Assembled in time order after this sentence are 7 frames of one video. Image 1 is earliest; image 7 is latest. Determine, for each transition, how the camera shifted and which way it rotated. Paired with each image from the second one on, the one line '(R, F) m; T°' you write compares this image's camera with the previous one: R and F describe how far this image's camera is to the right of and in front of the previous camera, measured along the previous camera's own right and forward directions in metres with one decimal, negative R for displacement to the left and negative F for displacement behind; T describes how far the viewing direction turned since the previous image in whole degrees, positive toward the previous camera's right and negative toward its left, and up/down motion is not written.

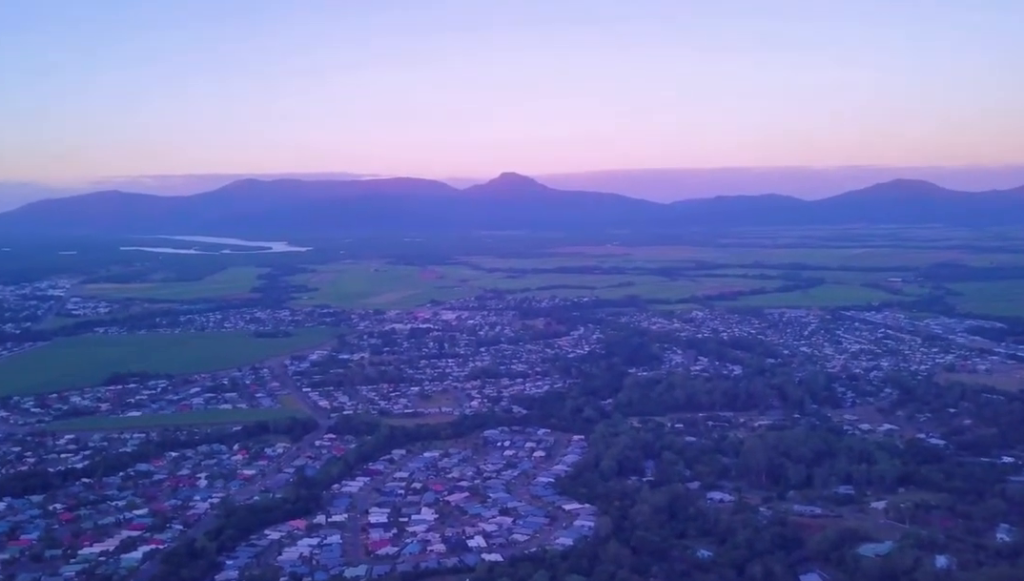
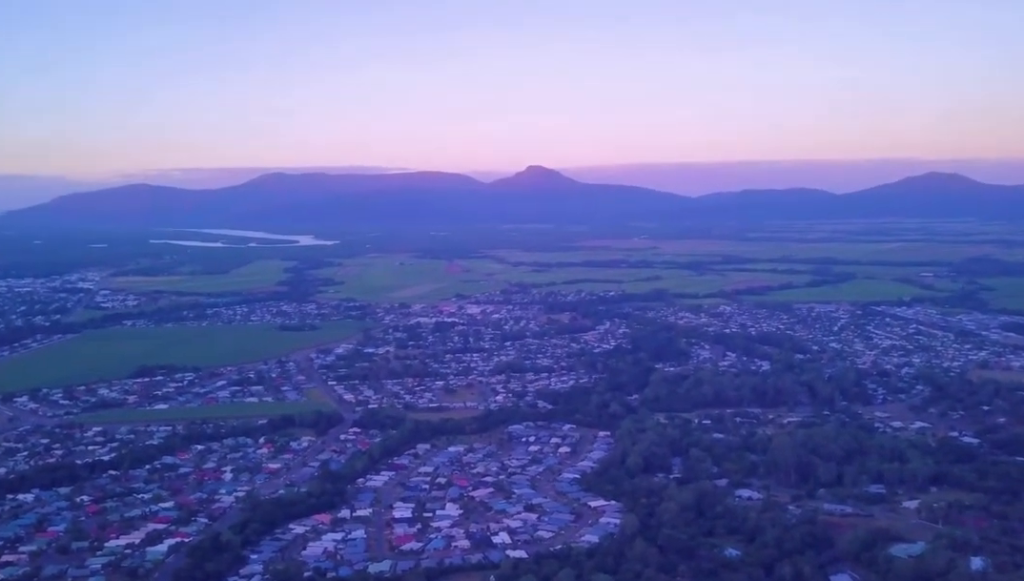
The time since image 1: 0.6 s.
(0.0, +7.1) m; 0°
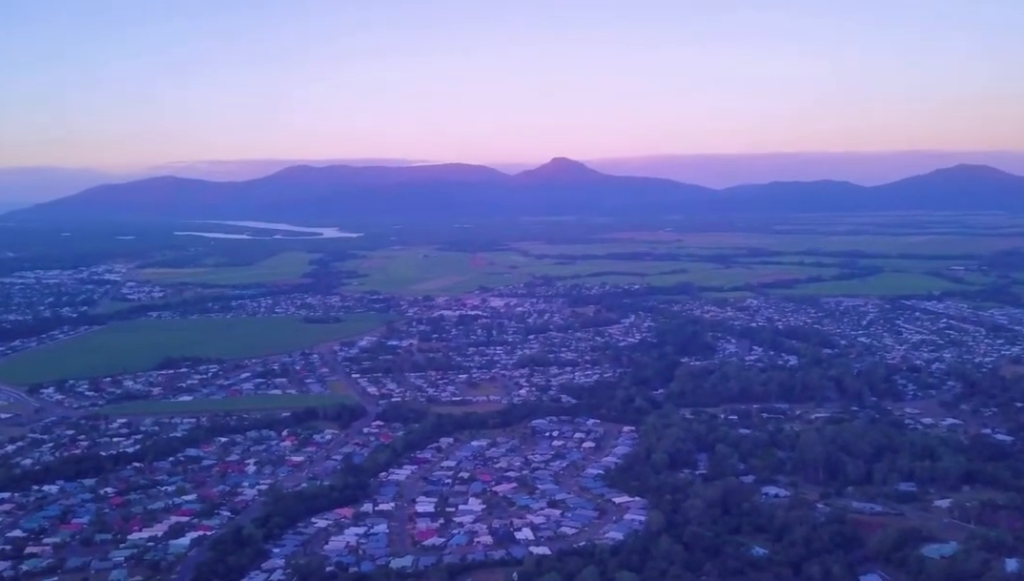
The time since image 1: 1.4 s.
(0.0, +8.5) m; 0°
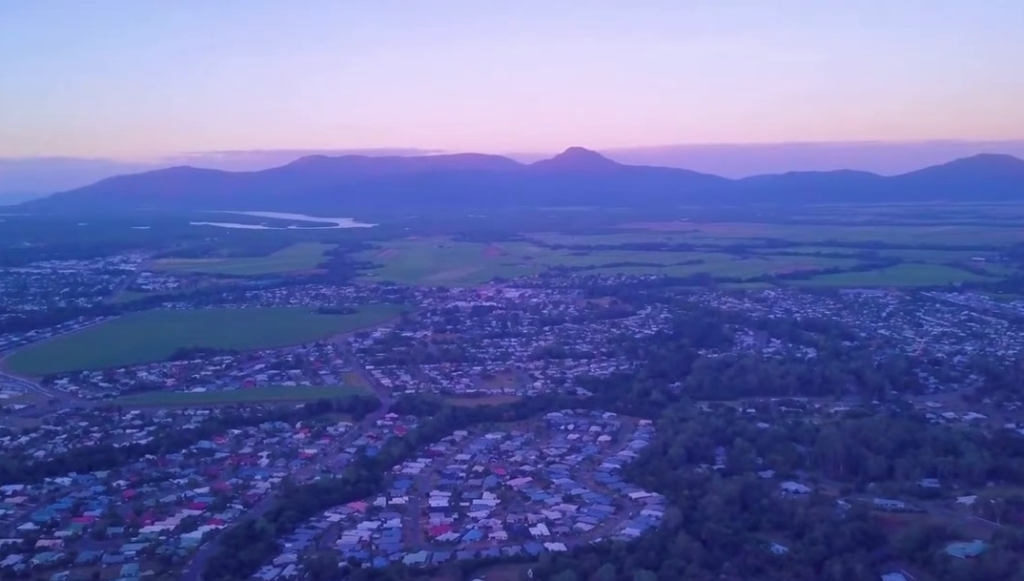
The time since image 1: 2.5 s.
(0.0, +12.5) m; 0°
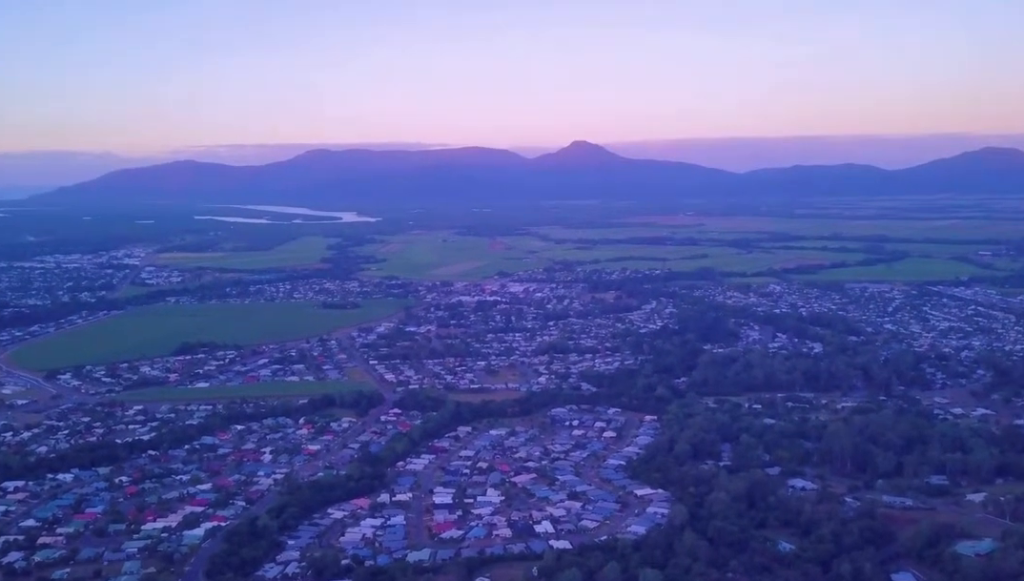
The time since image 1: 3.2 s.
(0.0, +7.6) m; 0°
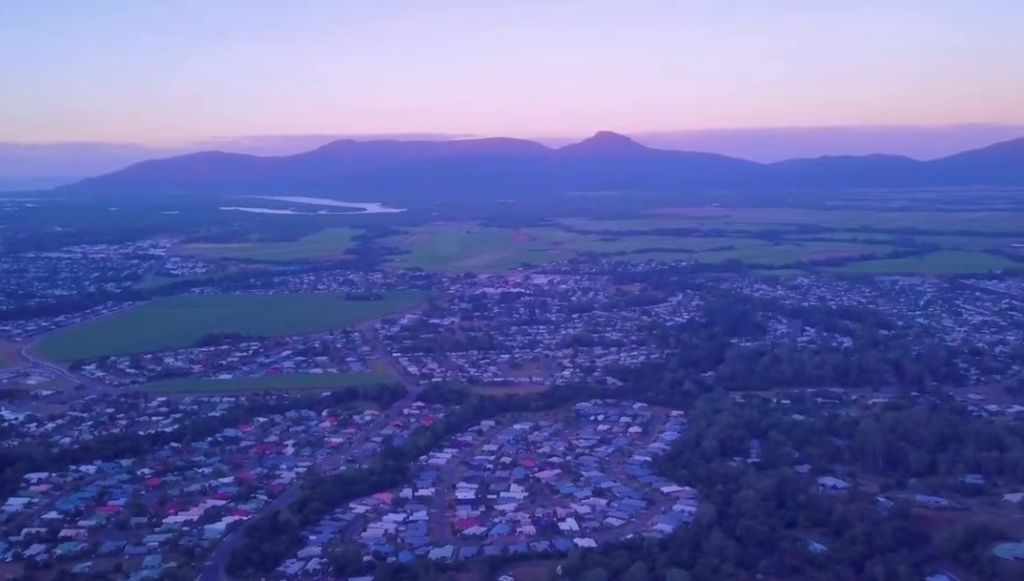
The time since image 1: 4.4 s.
(0.0, +12.8) m; 0°
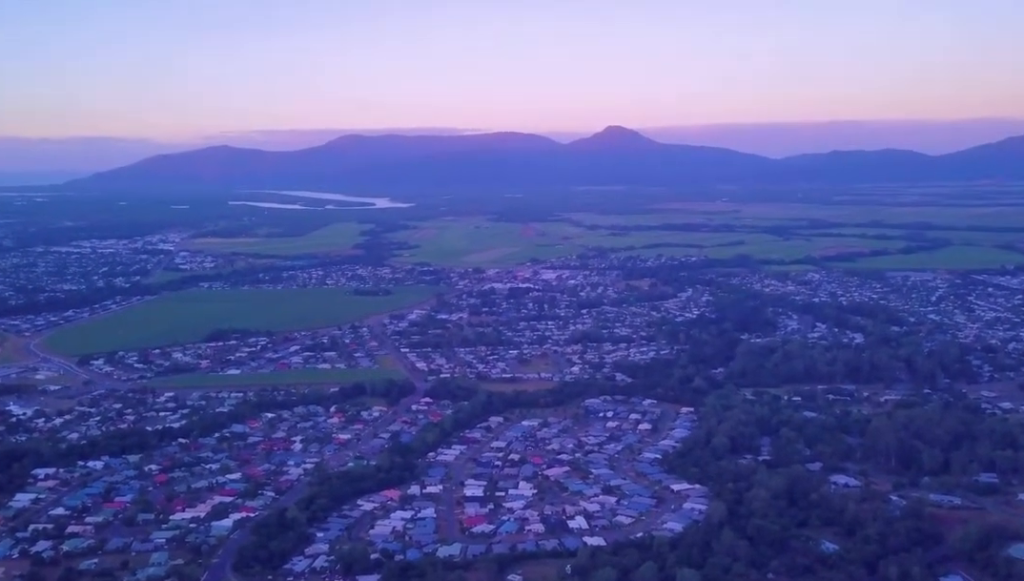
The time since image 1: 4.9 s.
(0.0, +6.1) m; 0°
